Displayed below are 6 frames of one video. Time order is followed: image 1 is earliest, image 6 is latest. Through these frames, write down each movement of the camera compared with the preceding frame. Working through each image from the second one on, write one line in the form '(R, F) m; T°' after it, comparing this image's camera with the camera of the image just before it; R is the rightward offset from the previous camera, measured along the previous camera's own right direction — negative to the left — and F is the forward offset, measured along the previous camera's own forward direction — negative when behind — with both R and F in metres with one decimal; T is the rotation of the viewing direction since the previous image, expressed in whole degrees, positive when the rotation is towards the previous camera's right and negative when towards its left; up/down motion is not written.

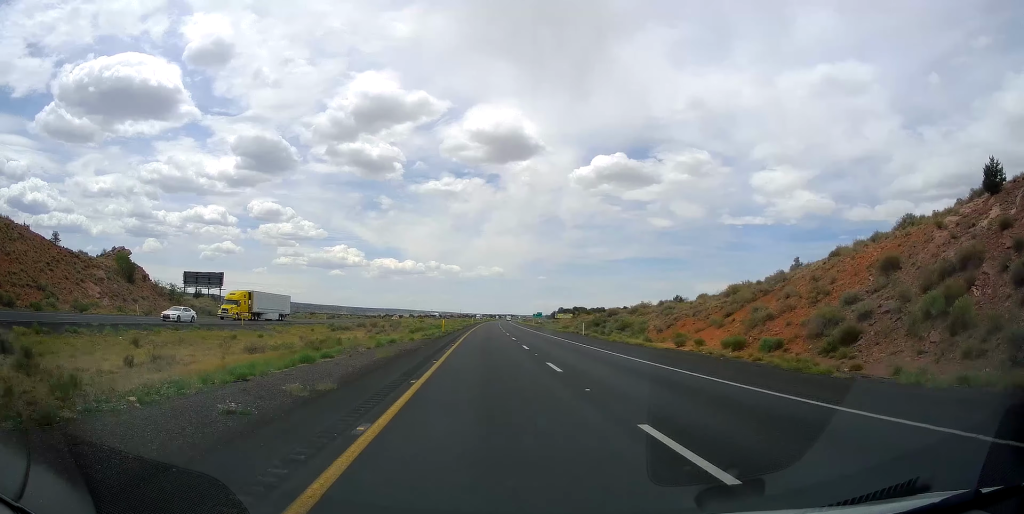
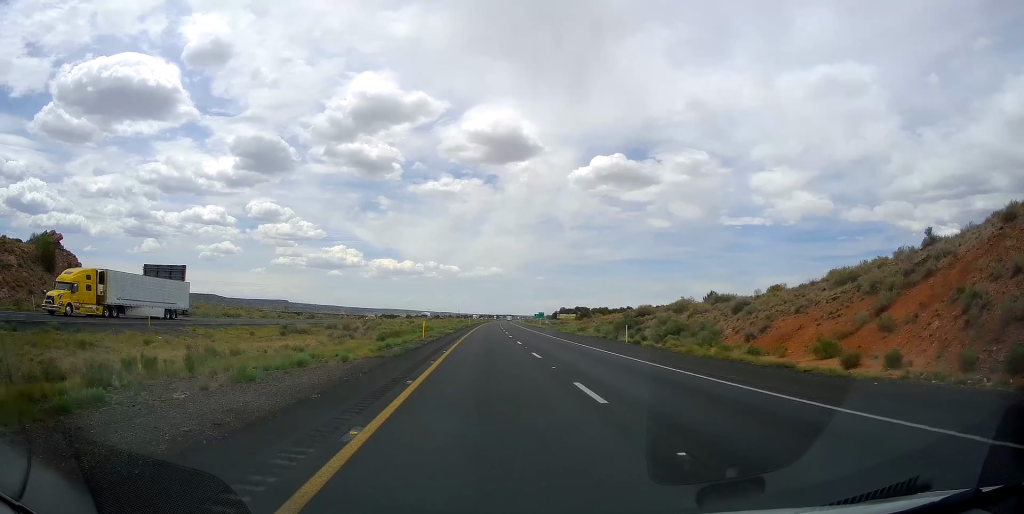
(0.0, +18.7) m; 0°
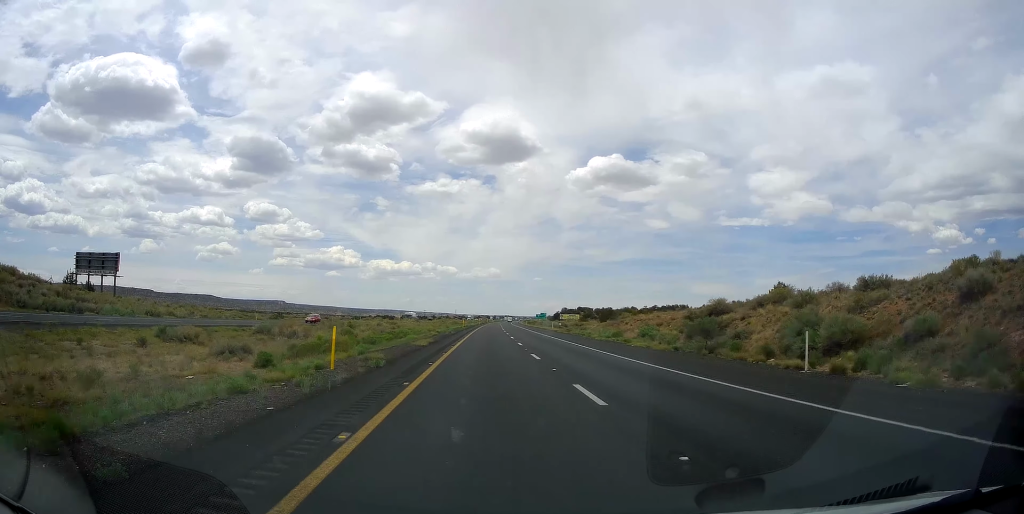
(+0.2, +24.3) m; 0°
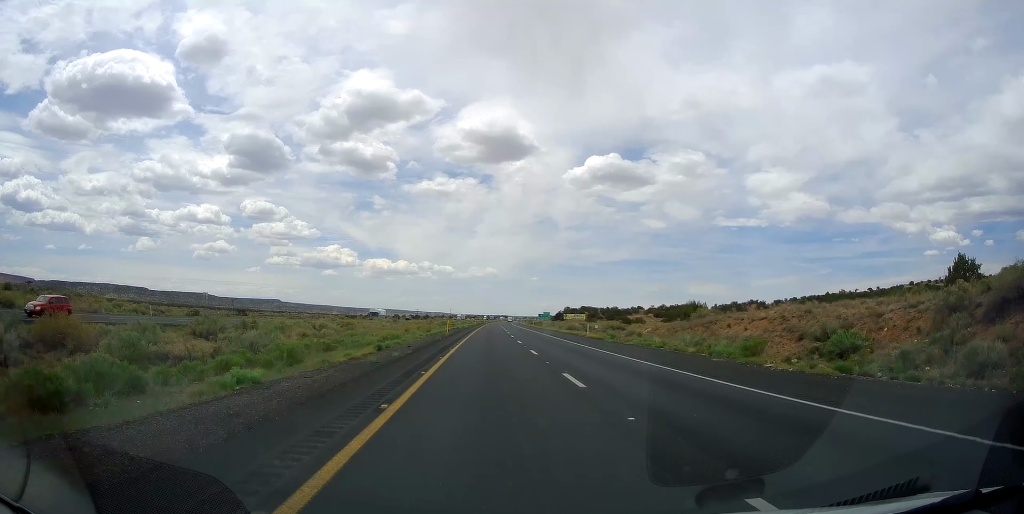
(-0.2, +33.7) m; 0°
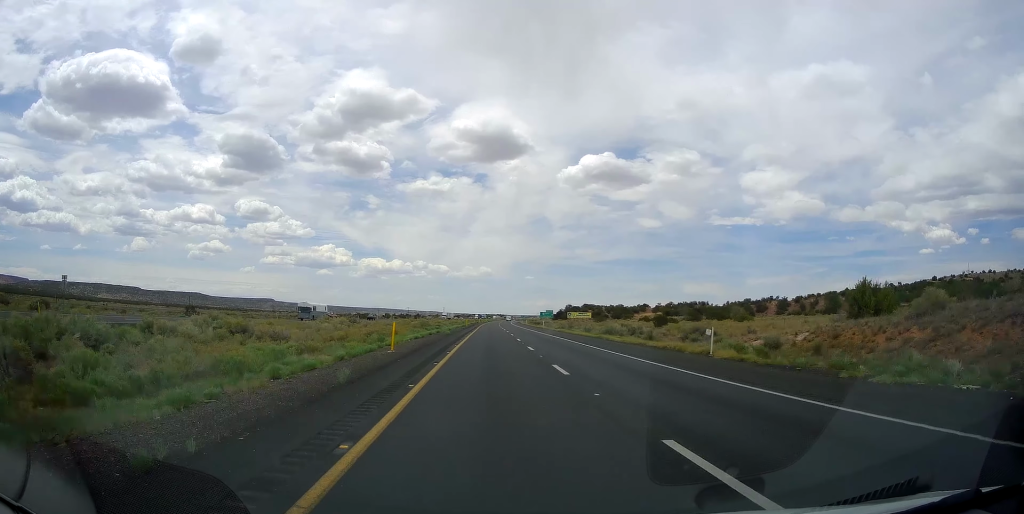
(+0.2, +33.8) m; +1°
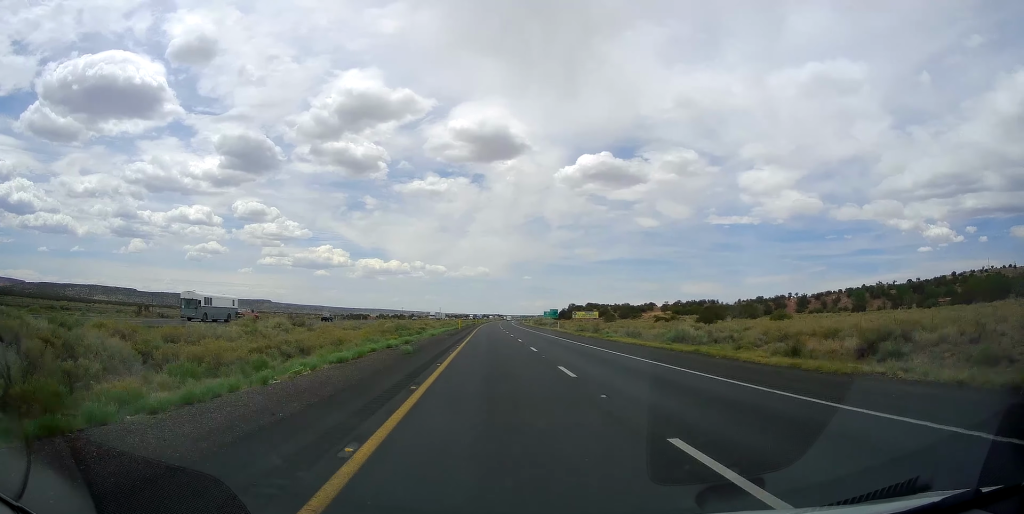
(+0.2, +24.5) m; +1°
